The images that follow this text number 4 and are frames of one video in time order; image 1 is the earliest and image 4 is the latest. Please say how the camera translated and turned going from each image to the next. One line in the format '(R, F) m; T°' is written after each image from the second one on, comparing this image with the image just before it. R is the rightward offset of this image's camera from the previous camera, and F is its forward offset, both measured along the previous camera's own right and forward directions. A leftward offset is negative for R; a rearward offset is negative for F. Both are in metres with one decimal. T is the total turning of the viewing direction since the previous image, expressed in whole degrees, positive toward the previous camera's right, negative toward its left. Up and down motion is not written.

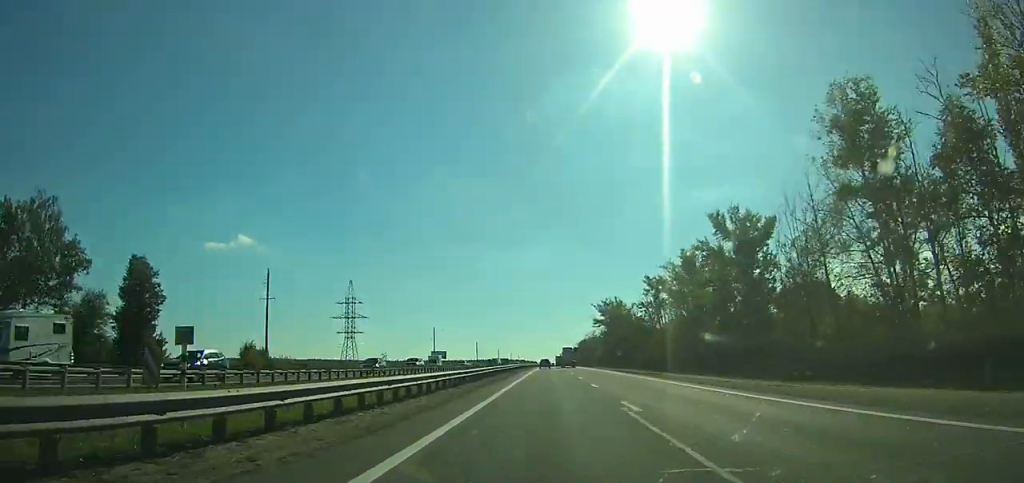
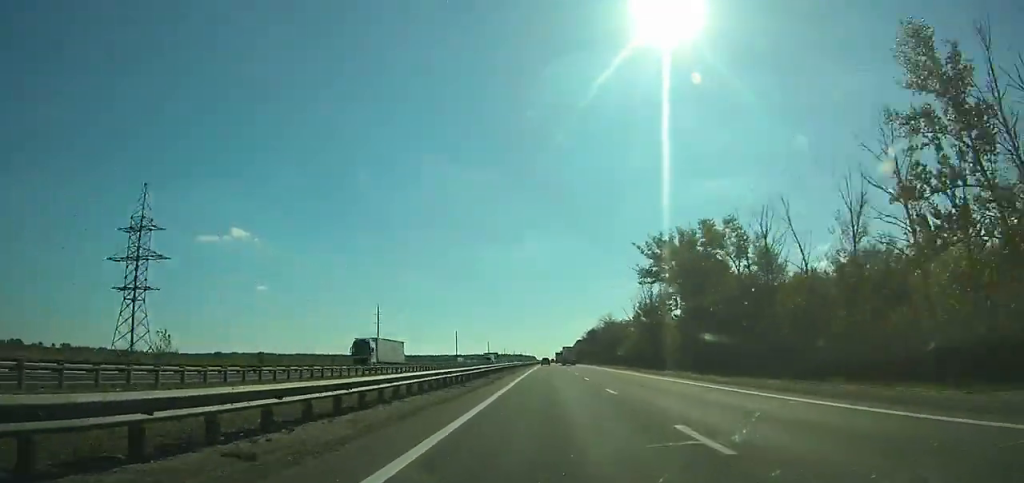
(+0.1, +87.6) m; 0°
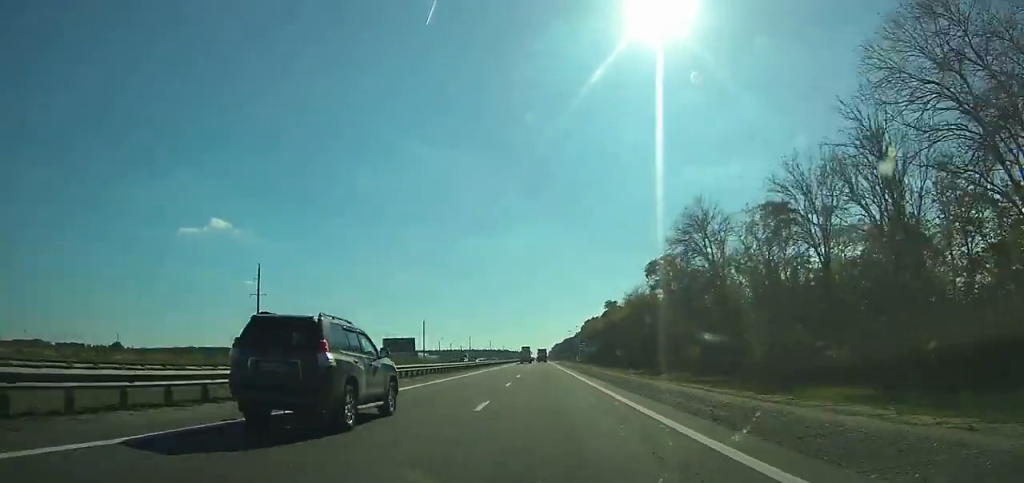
(+2.4, +223.3) m; 0°
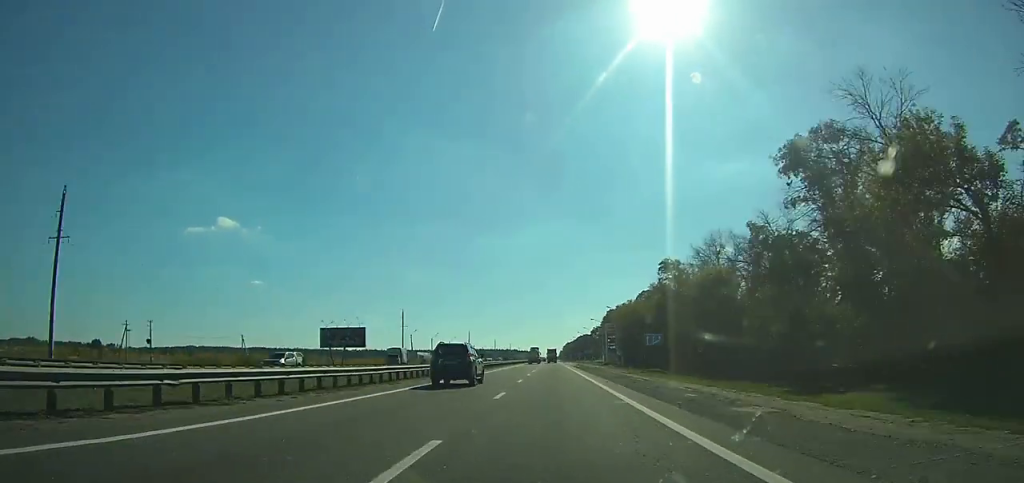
(-0.2, +55.6) m; 0°
